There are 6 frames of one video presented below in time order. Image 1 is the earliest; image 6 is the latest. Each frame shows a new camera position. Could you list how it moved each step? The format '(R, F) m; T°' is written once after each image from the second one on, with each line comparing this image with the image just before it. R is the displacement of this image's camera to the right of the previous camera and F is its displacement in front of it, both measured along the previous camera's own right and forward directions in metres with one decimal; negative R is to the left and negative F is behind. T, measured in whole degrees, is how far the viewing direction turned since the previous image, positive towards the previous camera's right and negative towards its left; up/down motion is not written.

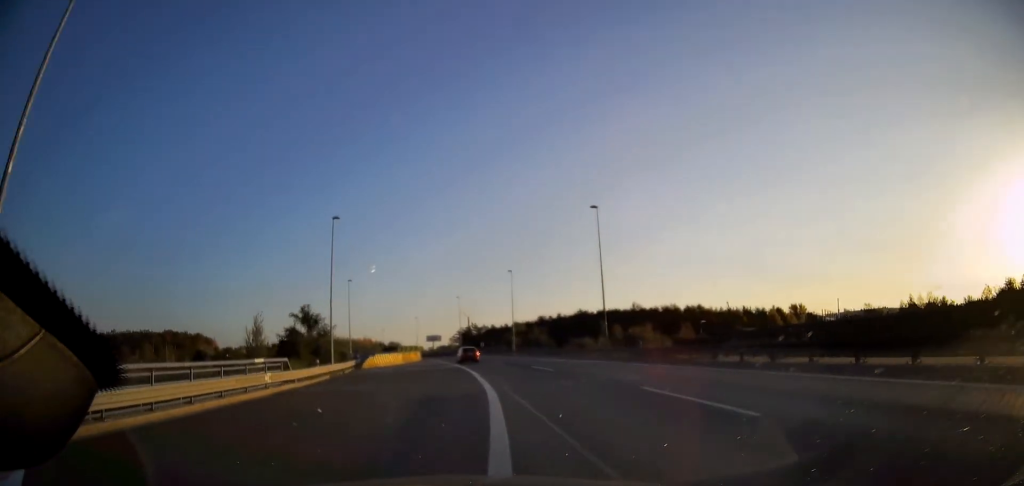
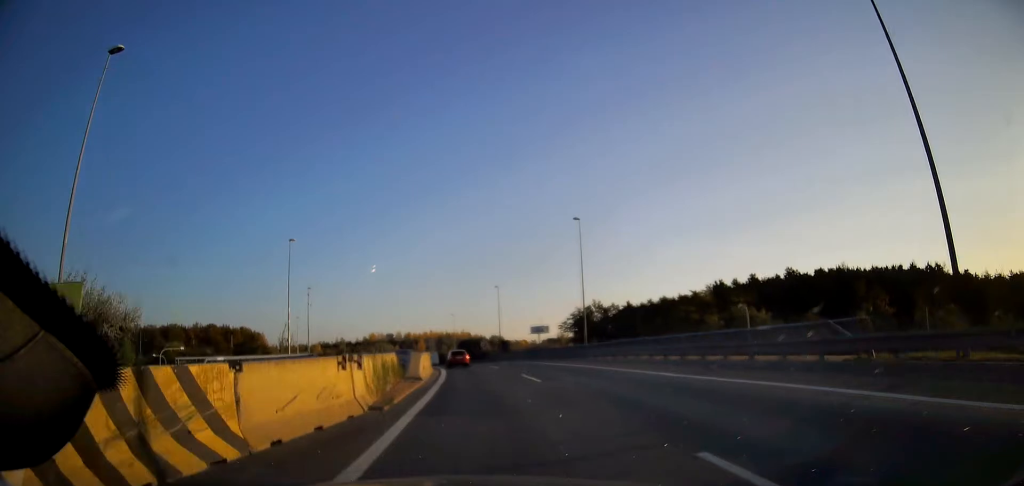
(-5.8, +64.0) m; -12°
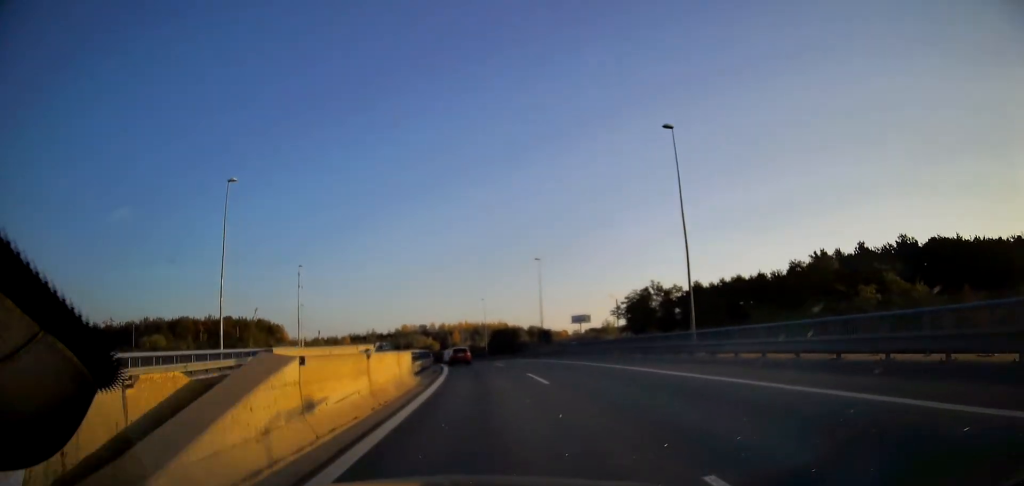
(-0.8, +19.3) m; -3°
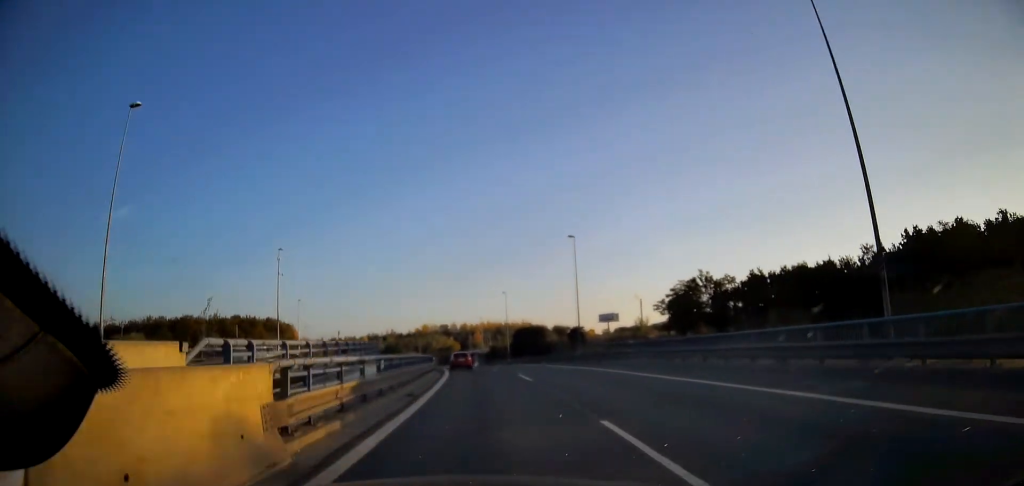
(-0.2, +13.7) m; -2°
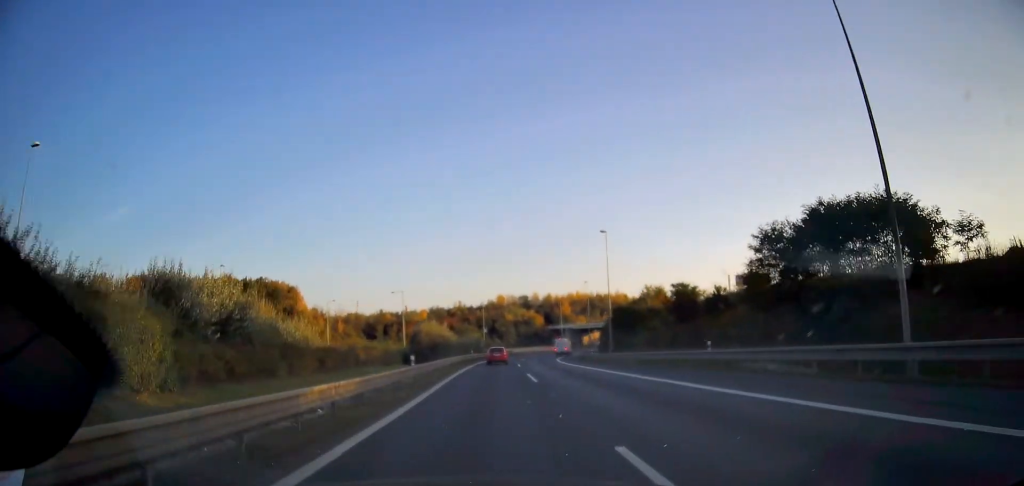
(-9.3, +73.0) m; -14°
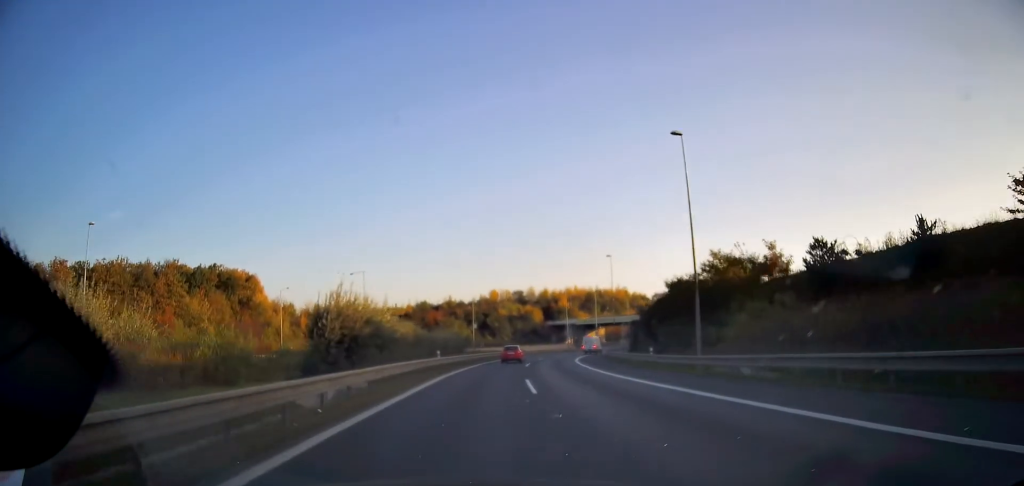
(-0.7, +22.2) m; -3°
